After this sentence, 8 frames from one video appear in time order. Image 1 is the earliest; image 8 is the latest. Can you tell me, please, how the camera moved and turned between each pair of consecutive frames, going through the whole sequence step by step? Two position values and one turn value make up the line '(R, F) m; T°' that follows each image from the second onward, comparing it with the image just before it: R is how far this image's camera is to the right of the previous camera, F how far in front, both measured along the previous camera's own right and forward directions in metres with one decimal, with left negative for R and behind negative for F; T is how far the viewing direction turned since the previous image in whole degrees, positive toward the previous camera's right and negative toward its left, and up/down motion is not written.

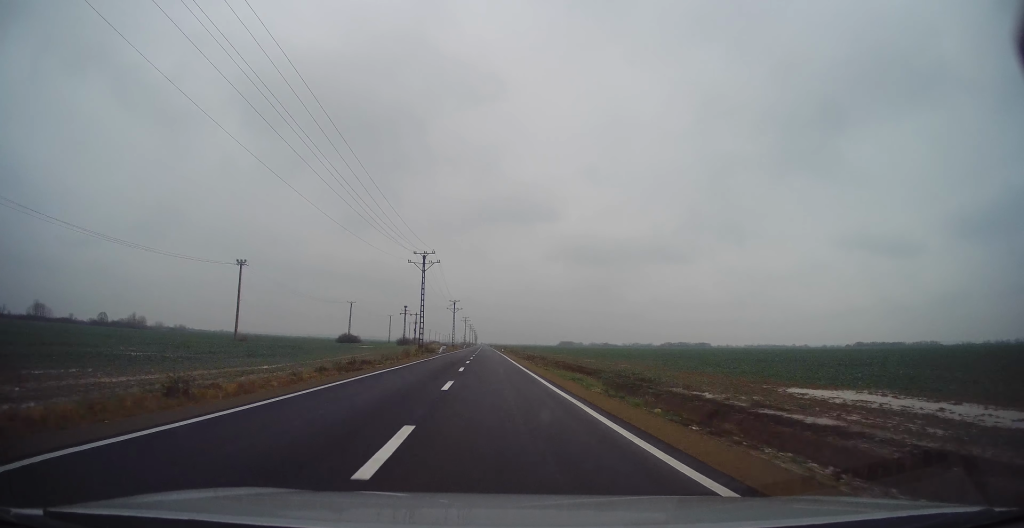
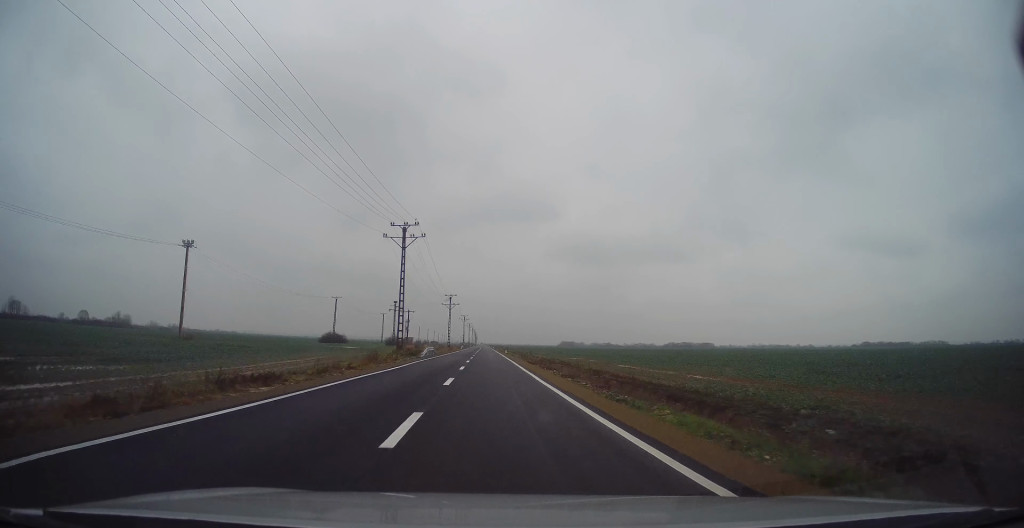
(0.0, +16.8) m; +1°
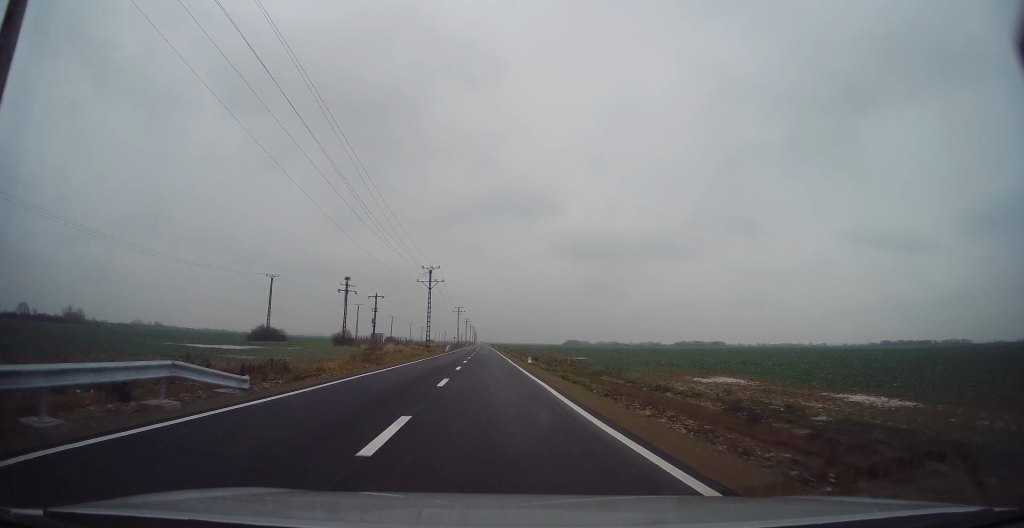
(+0.6, +45.2) m; 0°
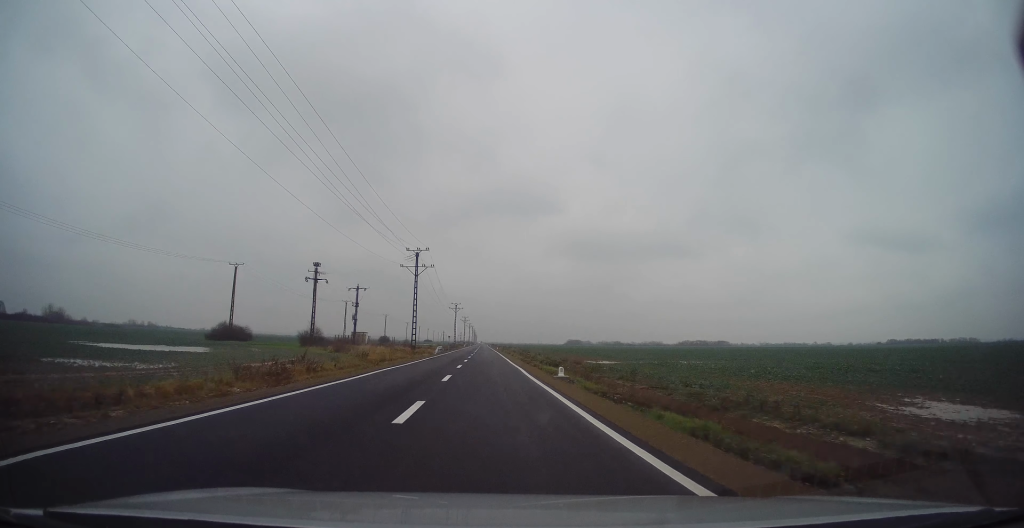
(-0.3, +15.7) m; -1°
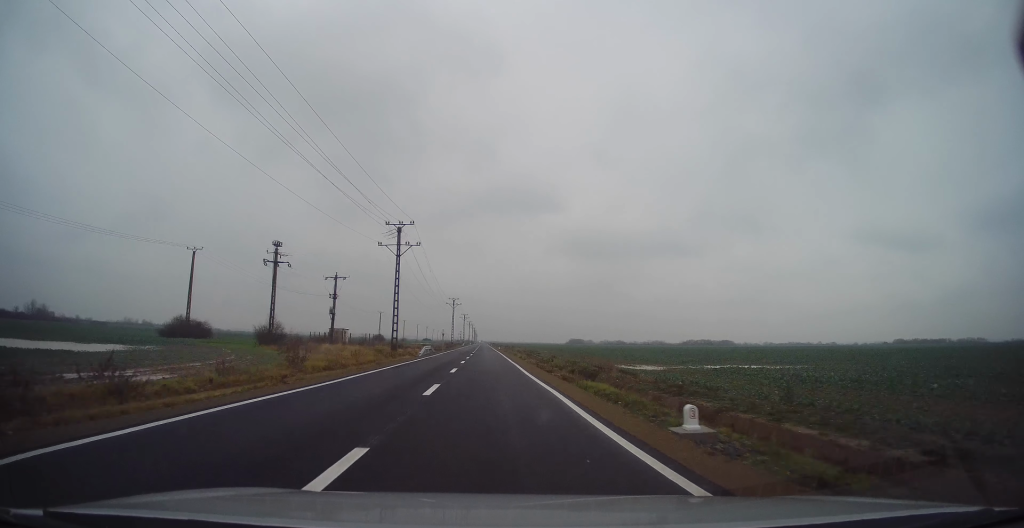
(-0.1, +14.2) m; 0°
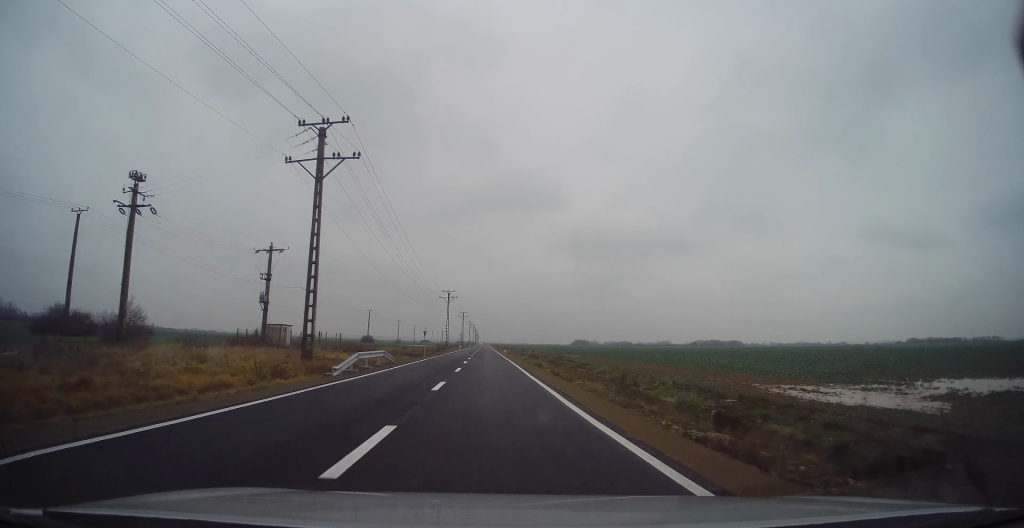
(0.0, +25.3) m; 0°
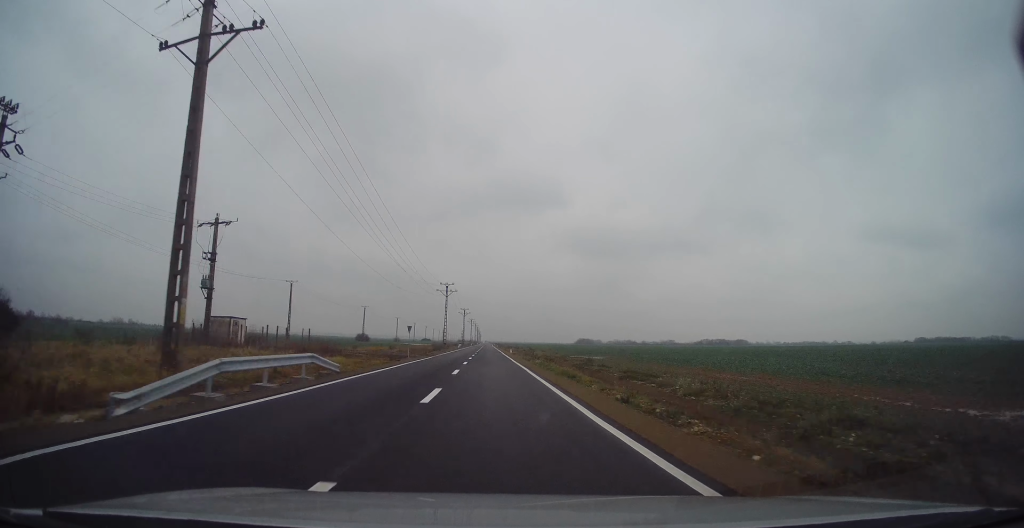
(0.0, +12.4) m; 0°
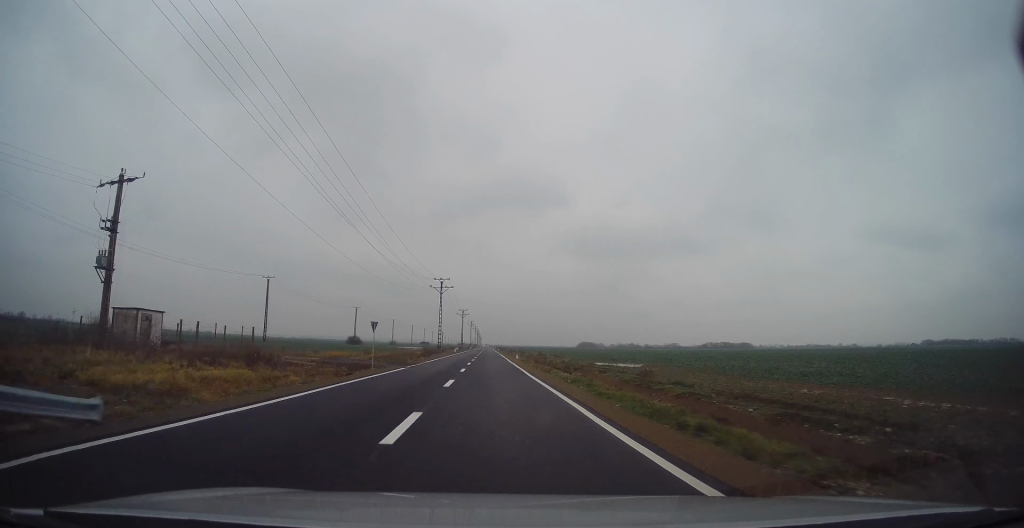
(0.0, +12.7) m; 0°
